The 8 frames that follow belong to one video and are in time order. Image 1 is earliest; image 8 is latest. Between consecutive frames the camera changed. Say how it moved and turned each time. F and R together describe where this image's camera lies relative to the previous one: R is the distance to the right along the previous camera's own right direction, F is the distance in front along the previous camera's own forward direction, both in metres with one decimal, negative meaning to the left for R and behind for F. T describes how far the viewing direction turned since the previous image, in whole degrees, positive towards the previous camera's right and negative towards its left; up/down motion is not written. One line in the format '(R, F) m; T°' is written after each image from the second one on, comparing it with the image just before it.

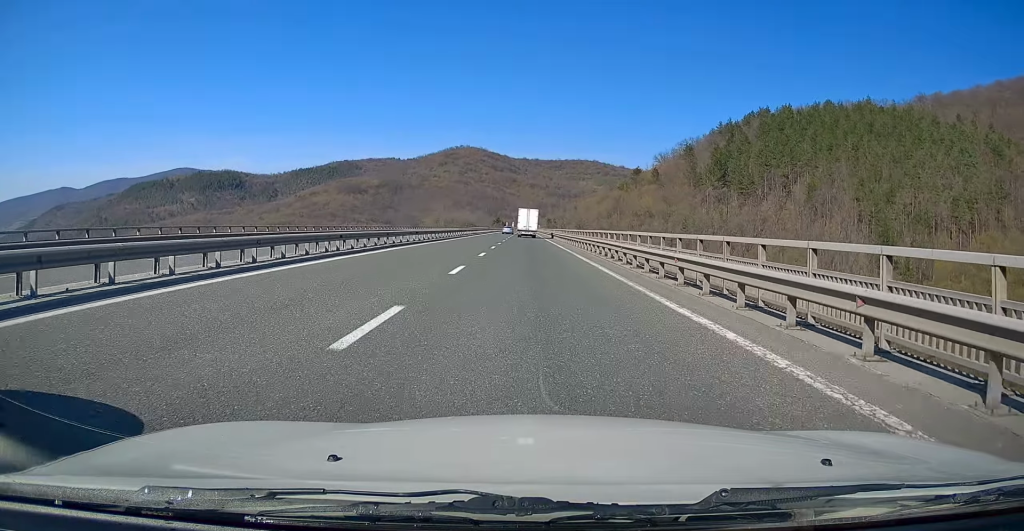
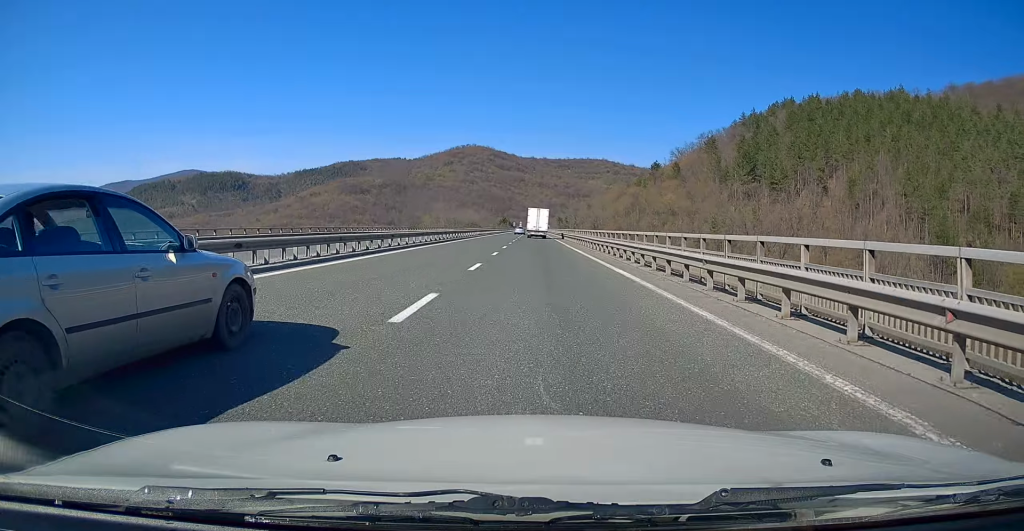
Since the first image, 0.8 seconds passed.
(+0.3, +25.4) m; +1°
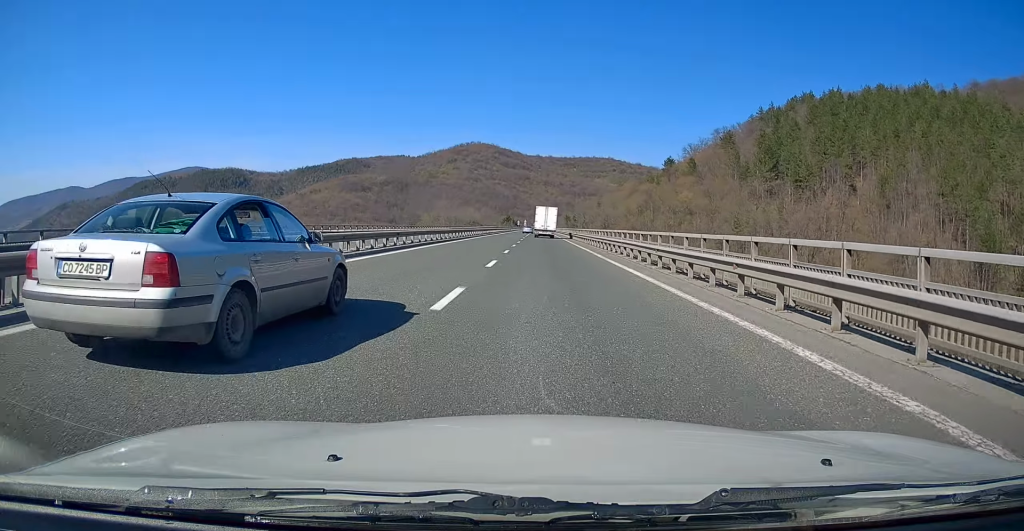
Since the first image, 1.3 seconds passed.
(-0.1, +17.0) m; 0°
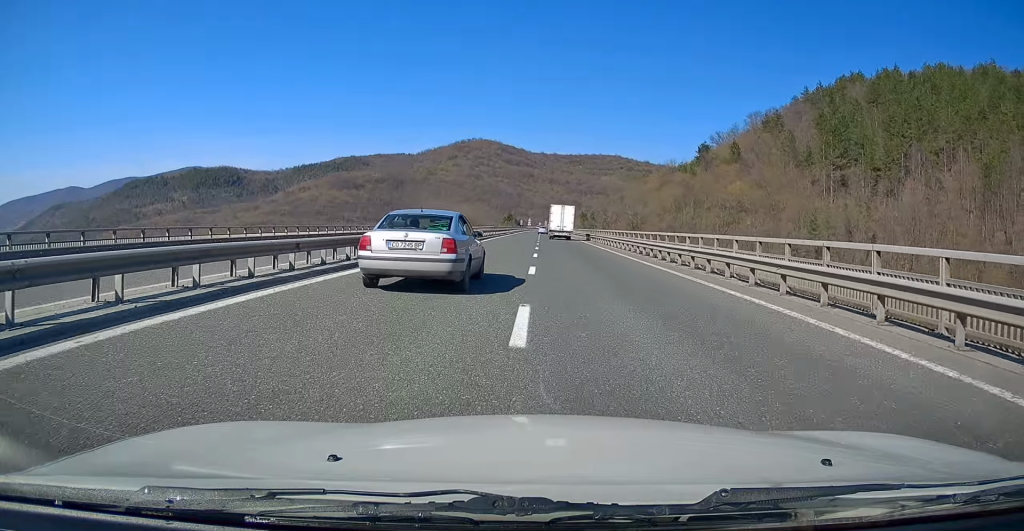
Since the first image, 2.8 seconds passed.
(+0.1, +47.4) m; 0°
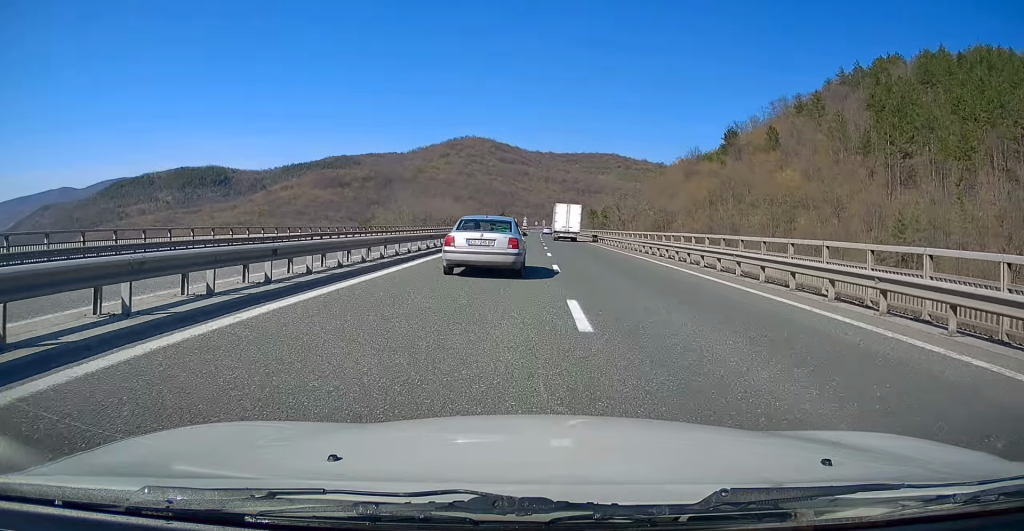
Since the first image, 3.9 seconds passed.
(0.0, +35.0) m; 0°
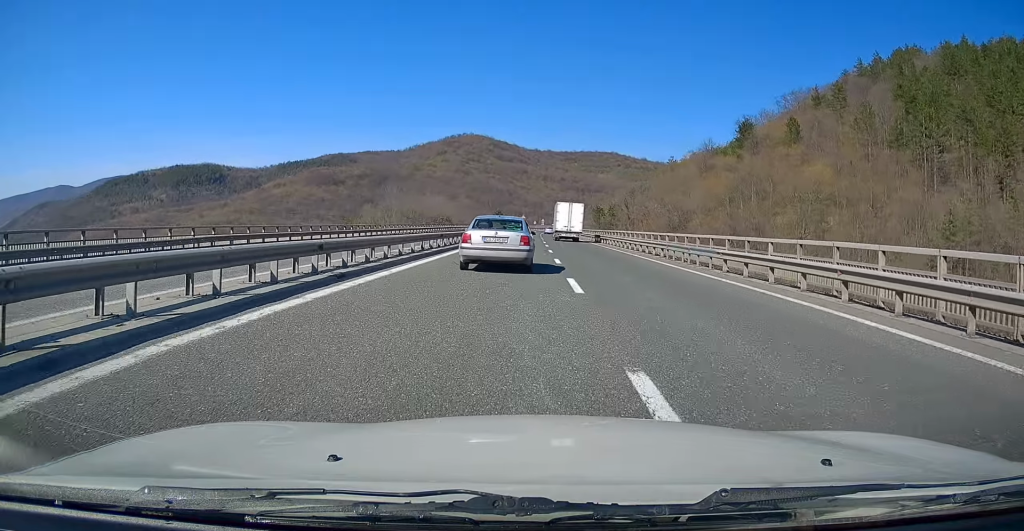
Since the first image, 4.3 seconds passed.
(-0.1, +14.3) m; 0°
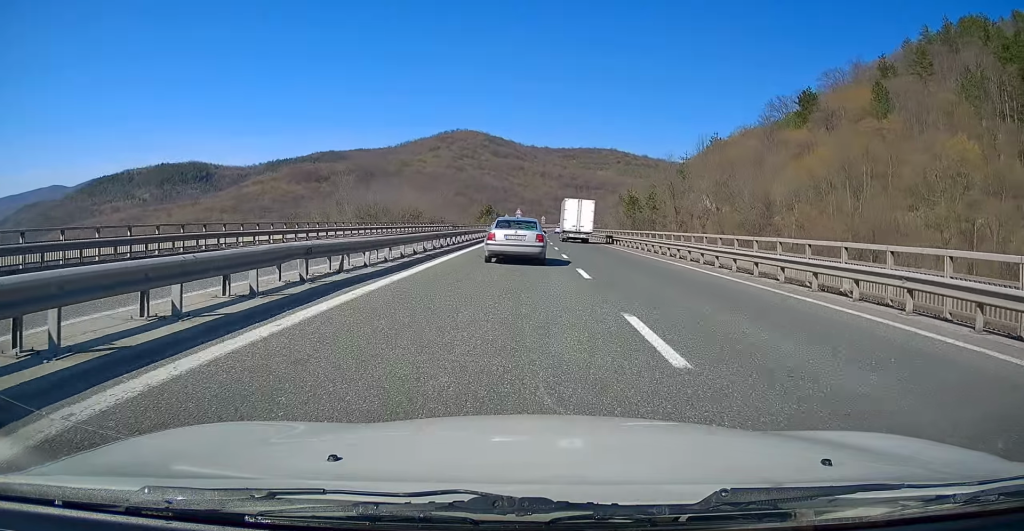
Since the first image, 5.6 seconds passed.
(+0.2, +41.9) m; 0°
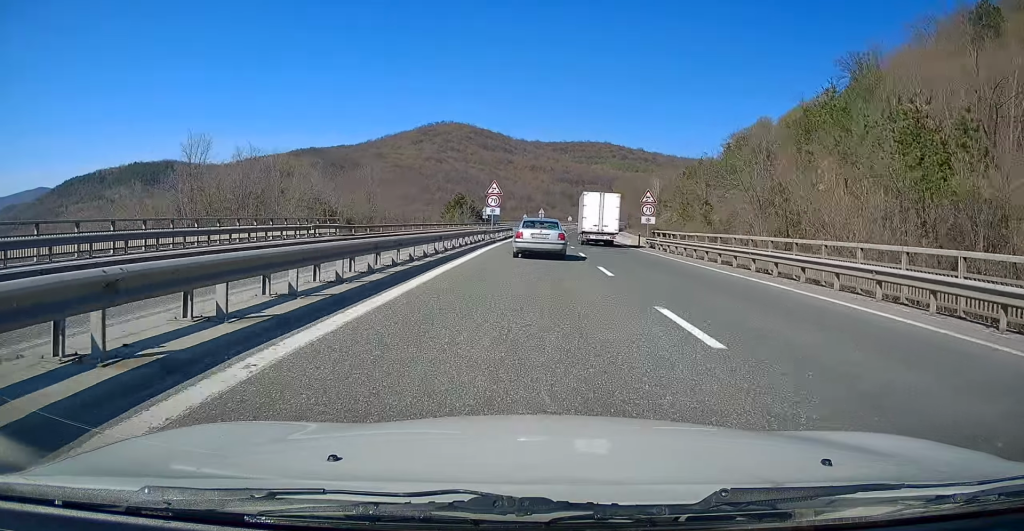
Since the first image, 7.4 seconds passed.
(+0.7, +62.0) m; +2°
